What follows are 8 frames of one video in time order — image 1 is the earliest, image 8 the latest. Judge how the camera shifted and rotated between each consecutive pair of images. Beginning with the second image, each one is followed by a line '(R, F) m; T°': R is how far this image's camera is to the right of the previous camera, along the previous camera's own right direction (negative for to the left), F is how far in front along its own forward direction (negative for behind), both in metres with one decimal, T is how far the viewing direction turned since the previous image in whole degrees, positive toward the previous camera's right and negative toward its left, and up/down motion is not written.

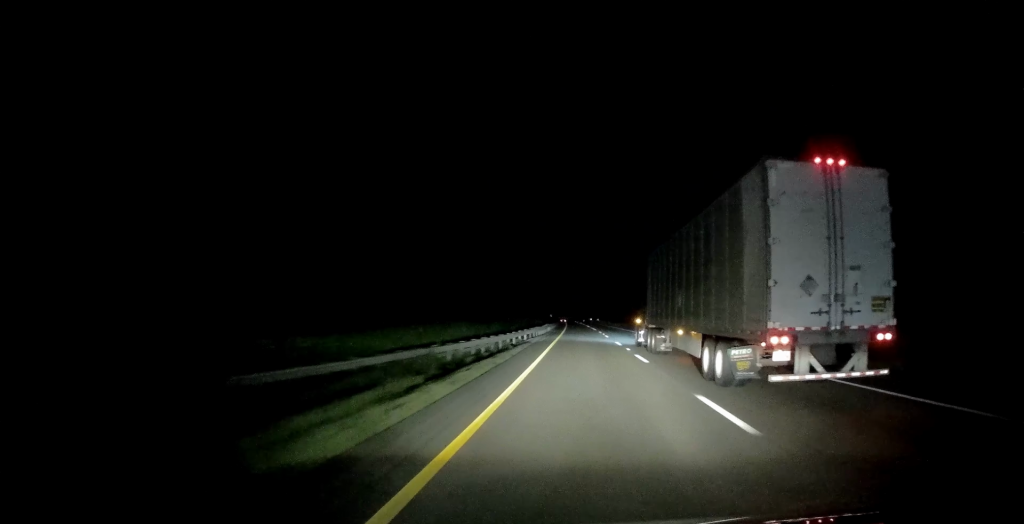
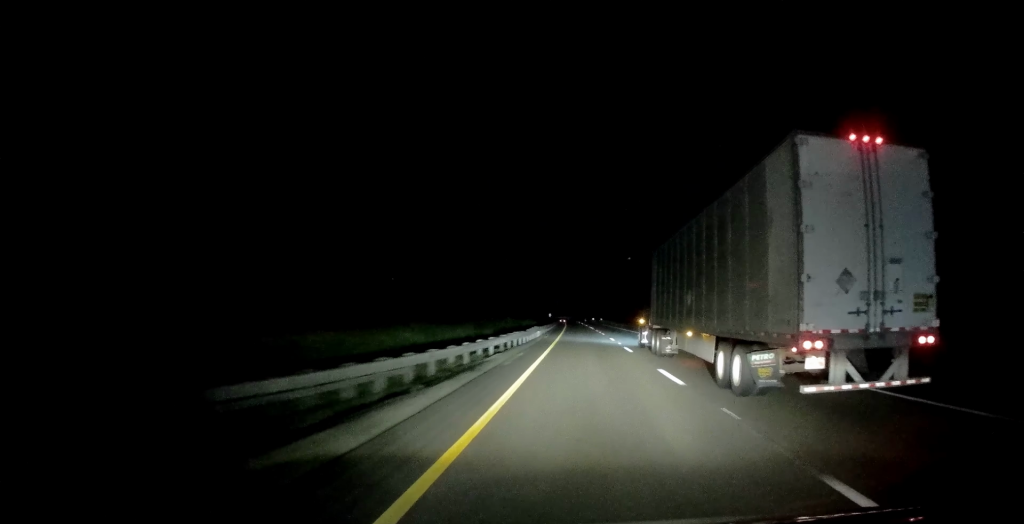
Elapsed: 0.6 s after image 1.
(-0.1, +18.5) m; 0°
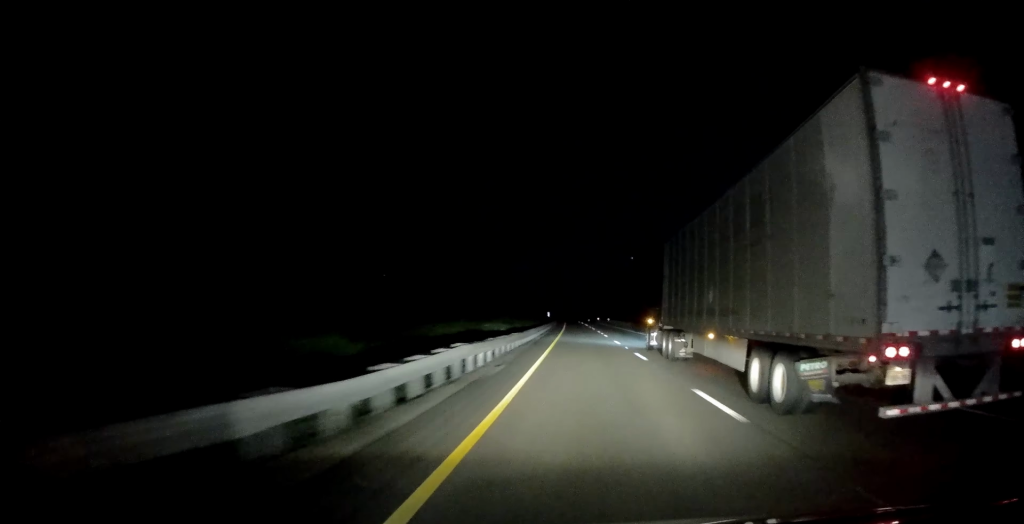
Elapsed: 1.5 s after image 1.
(0.0, +29.2) m; 0°
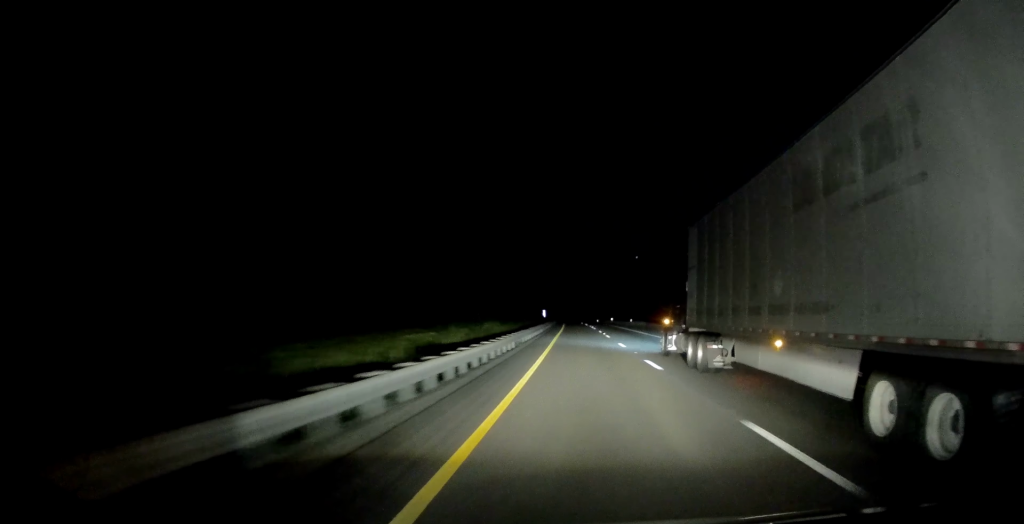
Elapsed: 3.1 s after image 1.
(0.0, +51.8) m; -1°
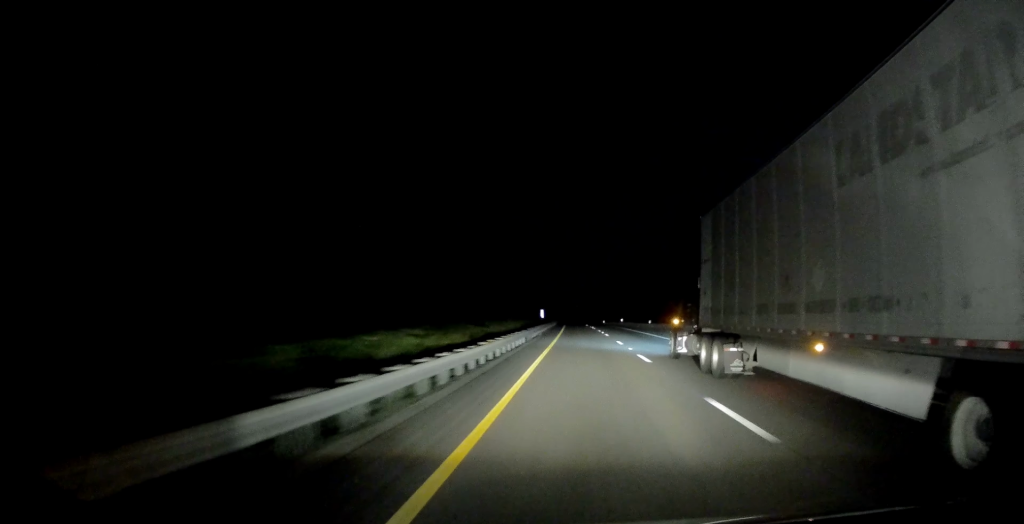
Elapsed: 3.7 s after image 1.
(-0.3, +21.6) m; 0°
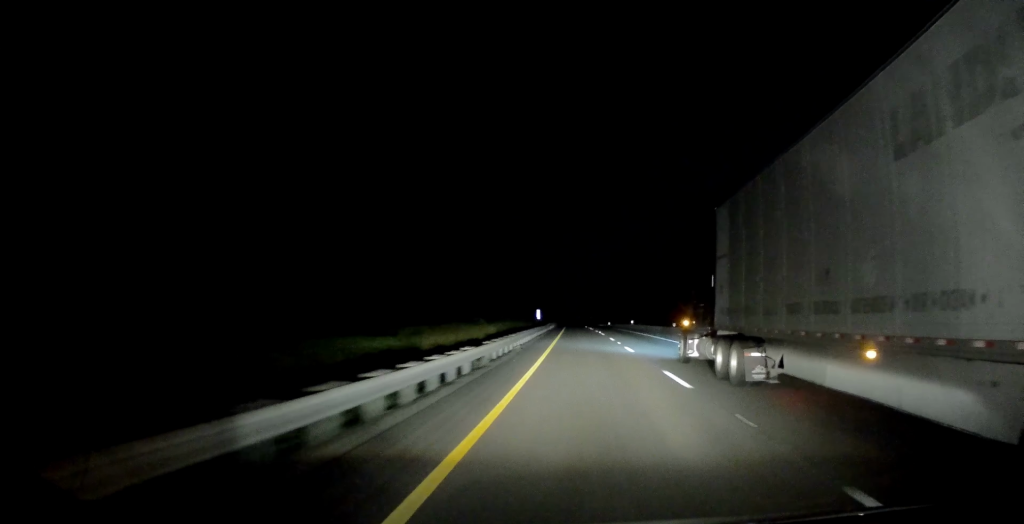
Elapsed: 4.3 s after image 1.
(-0.2, +18.4) m; 0°
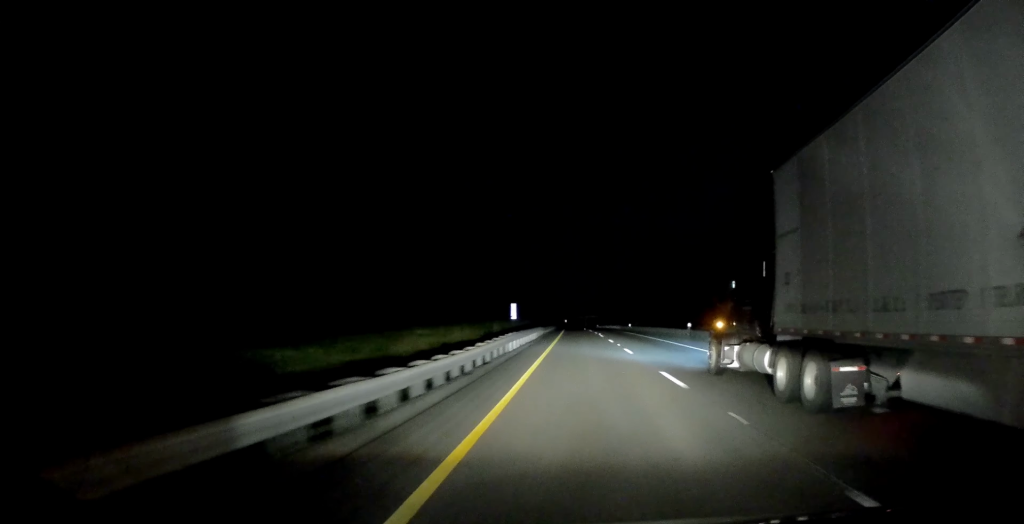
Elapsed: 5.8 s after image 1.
(+0.1, +49.6) m; -1°
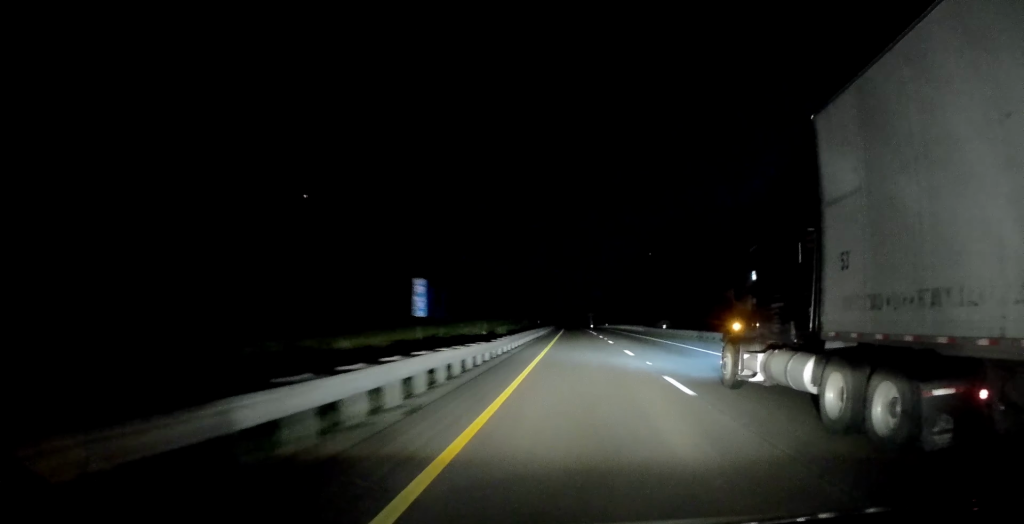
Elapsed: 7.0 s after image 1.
(-0.2, +37.5) m; 0°
